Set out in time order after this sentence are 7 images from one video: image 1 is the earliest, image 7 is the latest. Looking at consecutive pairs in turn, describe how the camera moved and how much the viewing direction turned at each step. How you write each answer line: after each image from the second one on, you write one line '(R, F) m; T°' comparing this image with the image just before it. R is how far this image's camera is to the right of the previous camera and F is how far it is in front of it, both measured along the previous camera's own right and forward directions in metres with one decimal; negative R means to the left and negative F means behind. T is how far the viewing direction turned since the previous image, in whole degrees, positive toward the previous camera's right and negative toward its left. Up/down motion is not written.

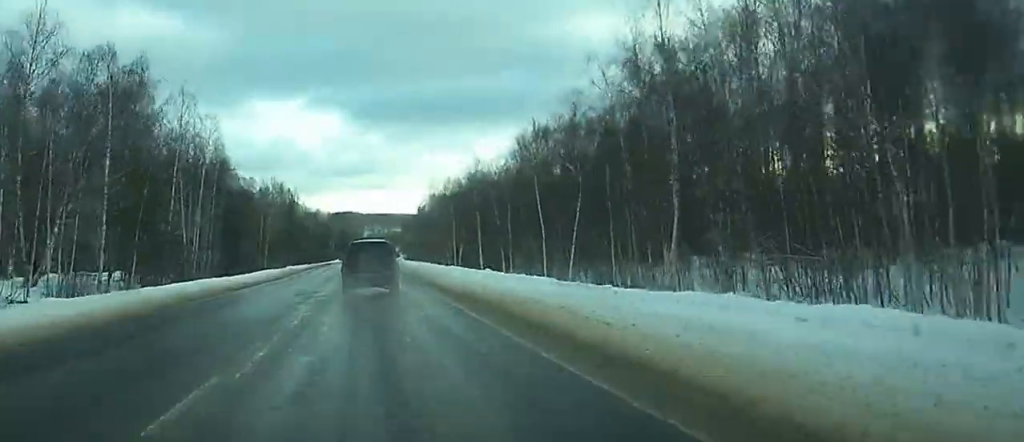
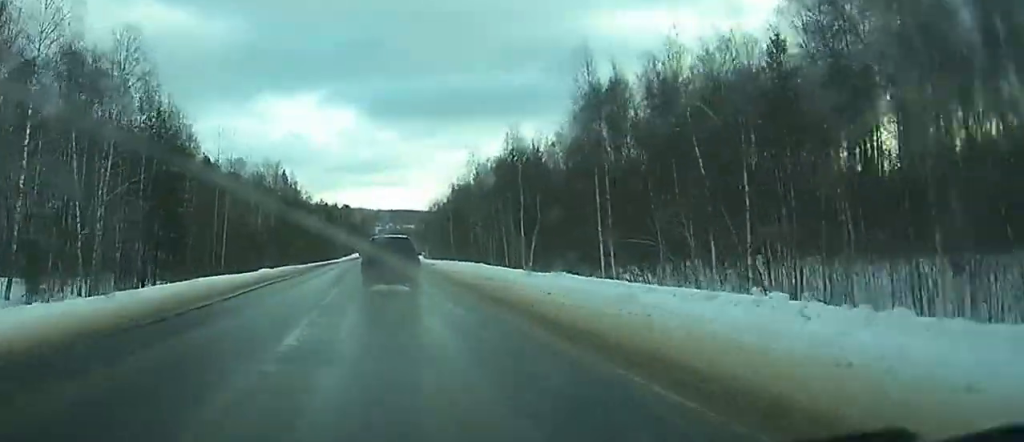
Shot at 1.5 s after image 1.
(-1.6, +56.3) m; -2°
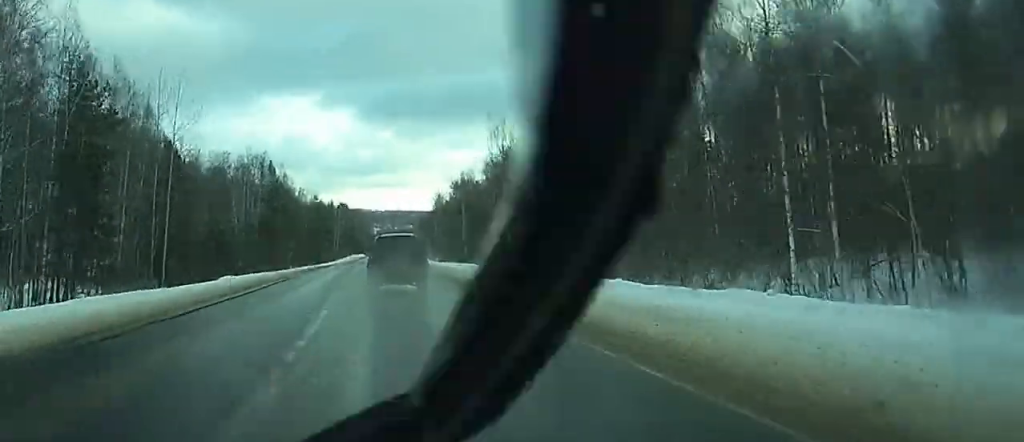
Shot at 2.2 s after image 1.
(0.0, +30.9) m; 0°
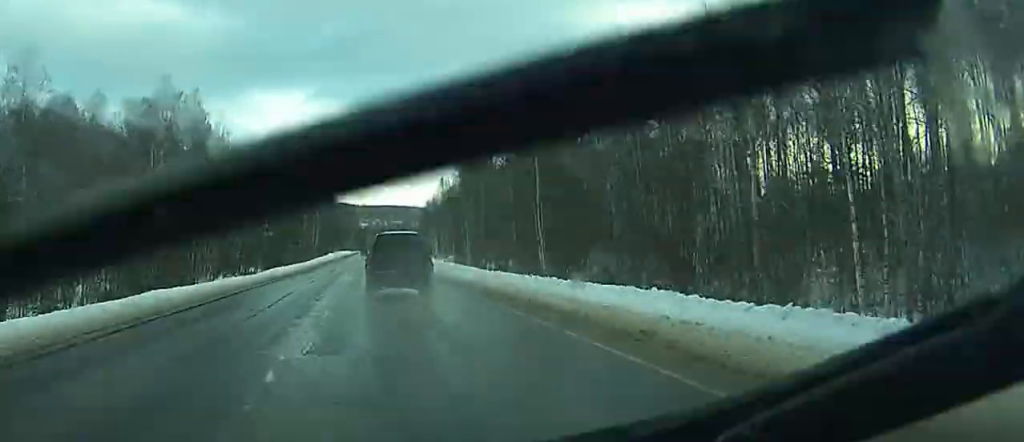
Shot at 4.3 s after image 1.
(0.0, +102.5) m; 0°
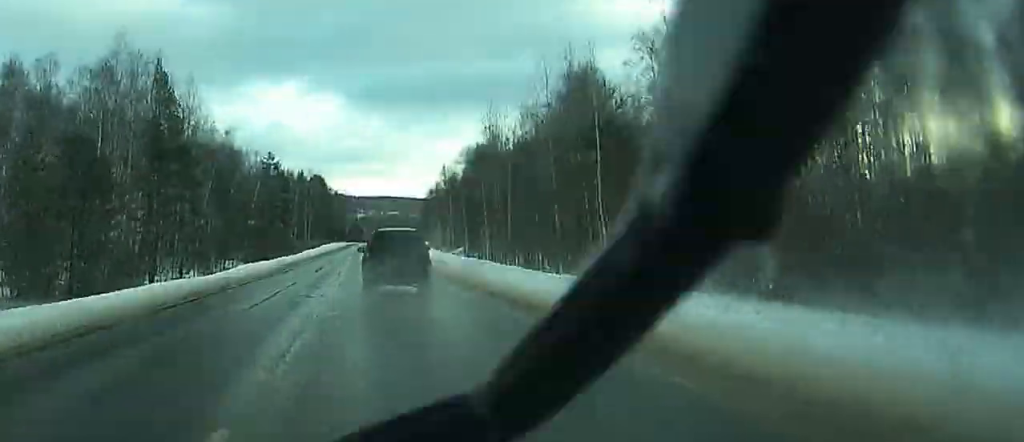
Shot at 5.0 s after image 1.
(0.0, +34.6) m; 0°
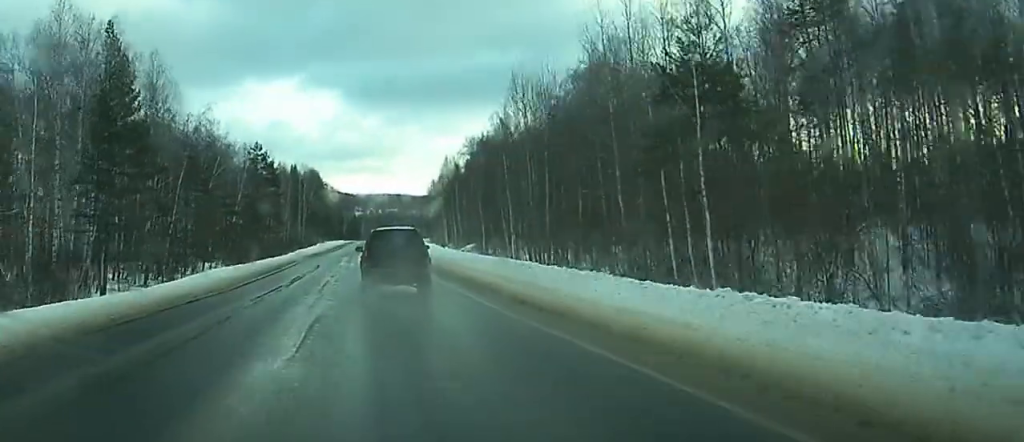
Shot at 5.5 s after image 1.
(0.0, +30.2) m; -1°
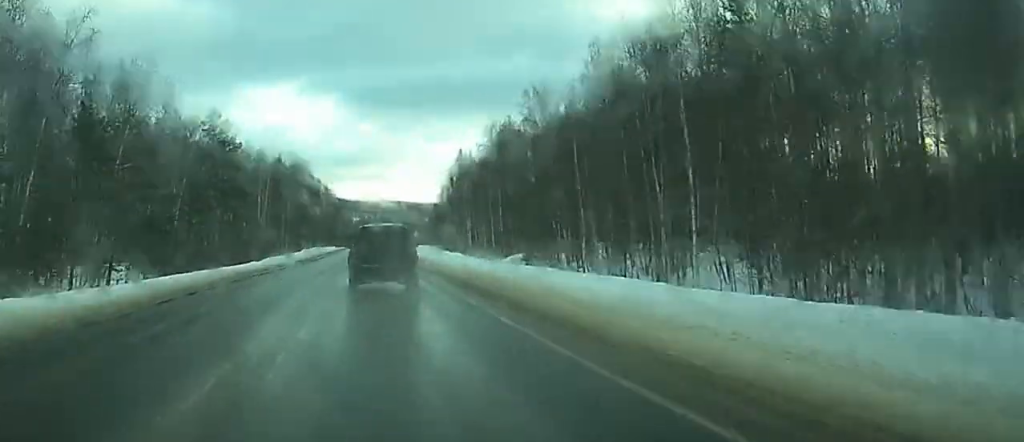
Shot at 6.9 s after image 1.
(-3.4, +85.9) m; -3°
